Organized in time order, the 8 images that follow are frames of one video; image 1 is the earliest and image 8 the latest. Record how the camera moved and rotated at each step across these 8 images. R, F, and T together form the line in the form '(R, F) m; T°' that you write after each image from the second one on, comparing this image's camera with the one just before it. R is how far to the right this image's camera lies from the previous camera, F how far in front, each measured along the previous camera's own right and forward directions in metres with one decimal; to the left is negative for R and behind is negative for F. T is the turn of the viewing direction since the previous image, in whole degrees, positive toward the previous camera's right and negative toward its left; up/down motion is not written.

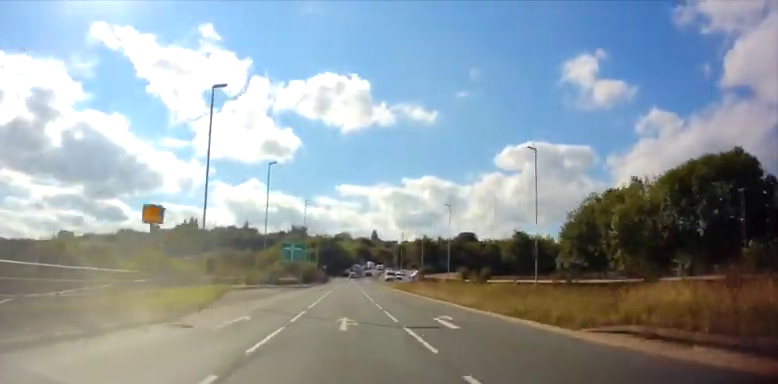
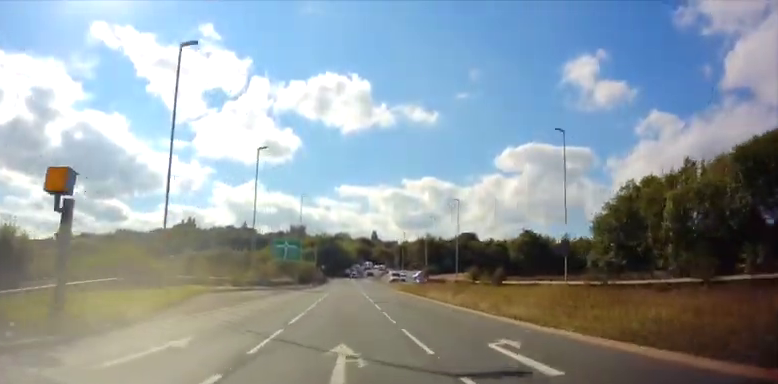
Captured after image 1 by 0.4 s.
(+0.1, +5.8) m; -1°
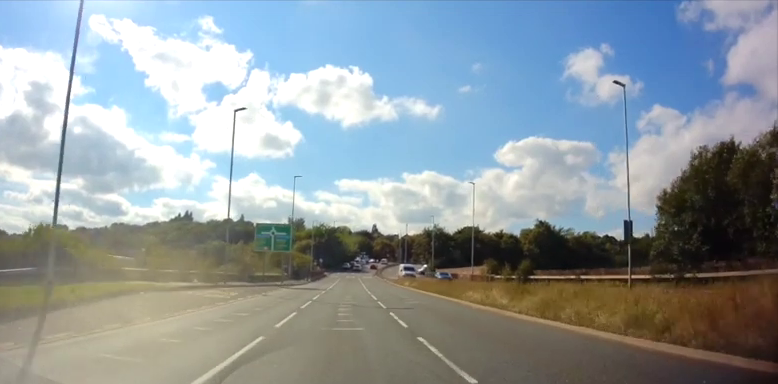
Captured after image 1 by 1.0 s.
(-0.2, +8.6) m; -1°
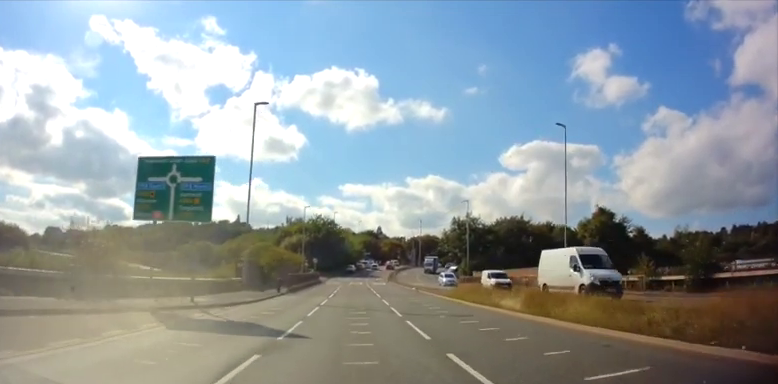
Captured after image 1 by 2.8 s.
(-0.2, +26.8) m; -1°
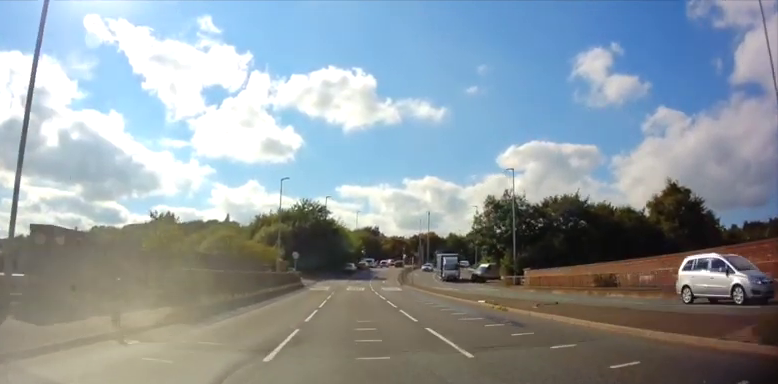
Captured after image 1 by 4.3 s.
(-0.2, +22.2) m; +1°
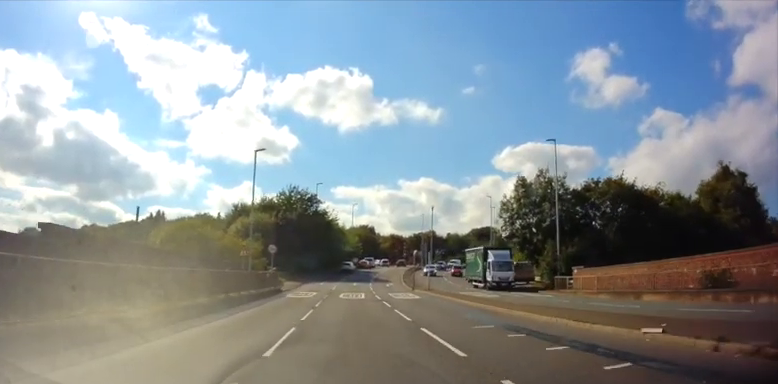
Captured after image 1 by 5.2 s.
(+0.2, +11.7) m; +1°
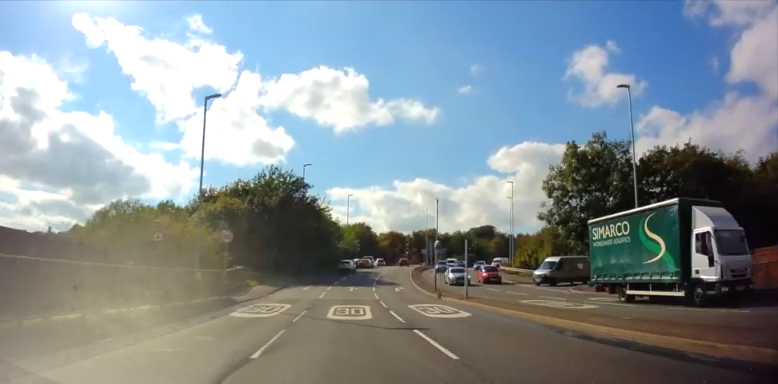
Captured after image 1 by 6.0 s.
(+0.1, +12.3) m; 0°
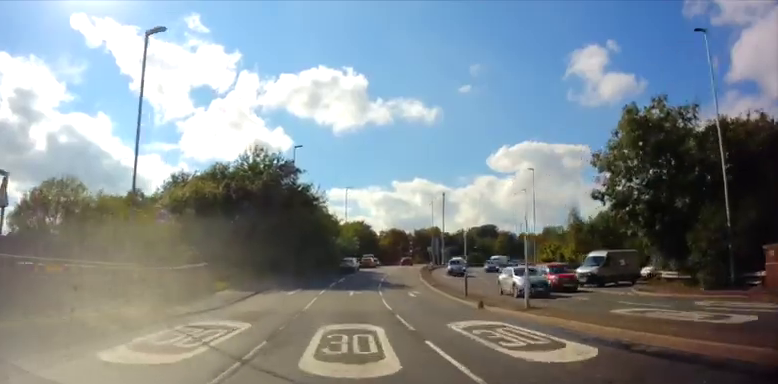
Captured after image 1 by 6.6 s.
(0.0, +8.1) m; 0°
